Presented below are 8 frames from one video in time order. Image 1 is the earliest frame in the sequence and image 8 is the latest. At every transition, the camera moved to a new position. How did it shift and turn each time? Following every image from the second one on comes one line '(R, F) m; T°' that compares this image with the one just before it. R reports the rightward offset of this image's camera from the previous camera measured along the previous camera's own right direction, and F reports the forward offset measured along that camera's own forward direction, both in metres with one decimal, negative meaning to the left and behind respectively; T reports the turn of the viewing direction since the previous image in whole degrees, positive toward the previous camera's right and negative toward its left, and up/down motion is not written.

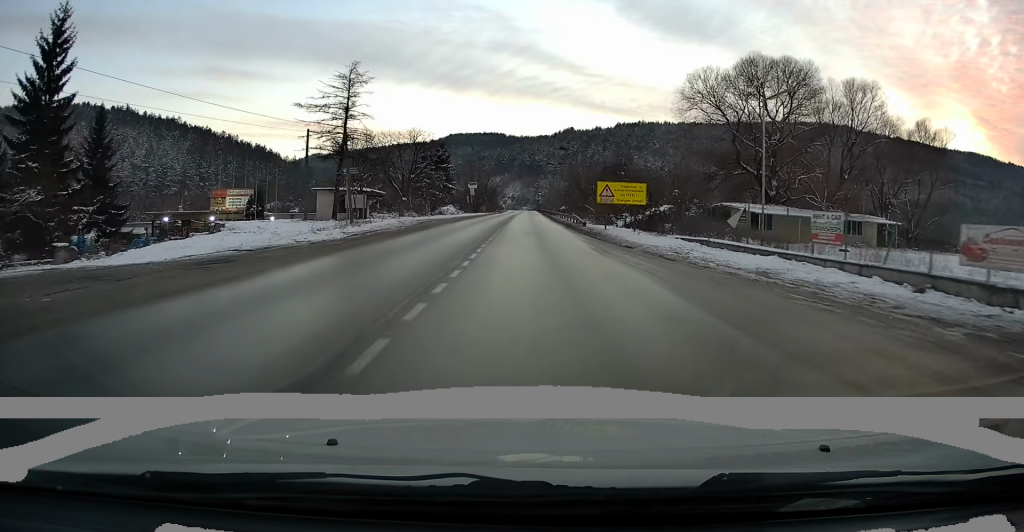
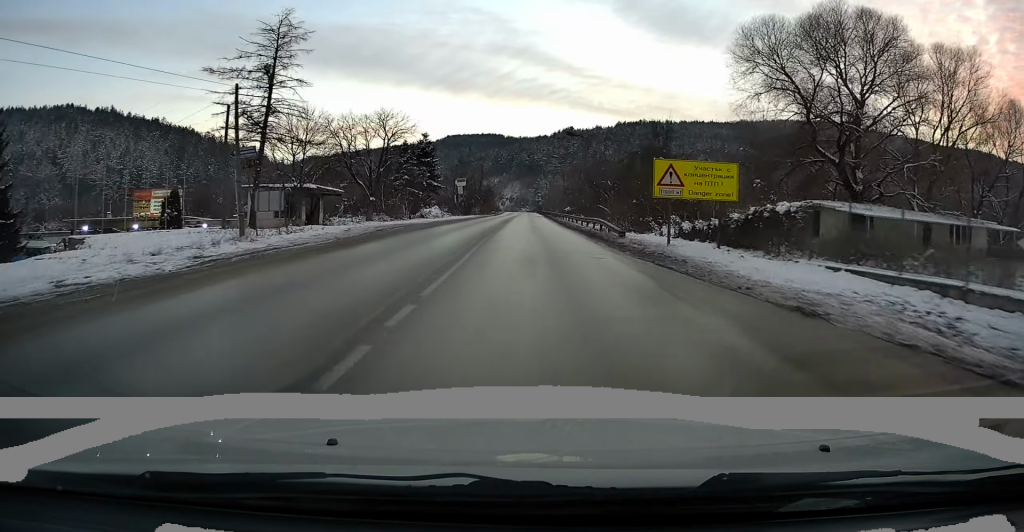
(0.0, +14.8) m; +1°
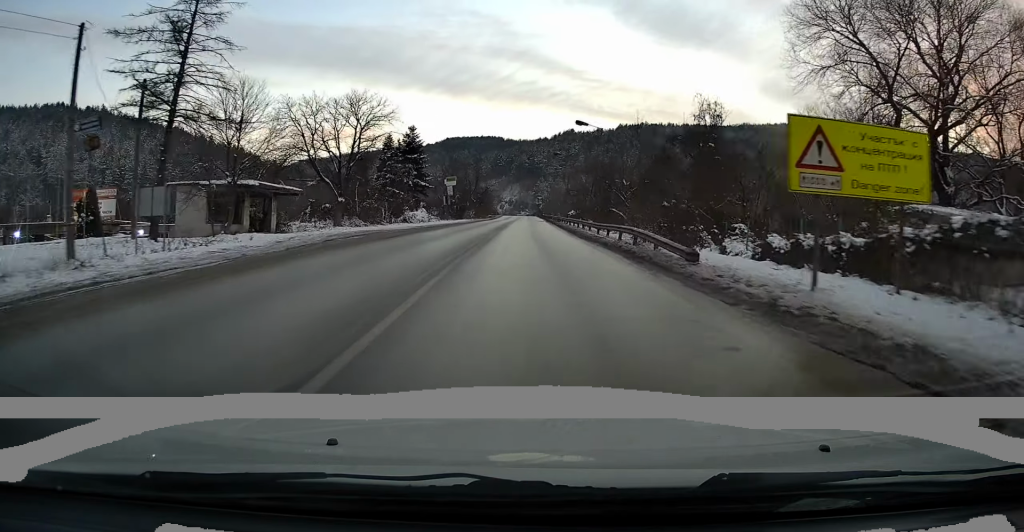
(+0.2, +9.7) m; 0°
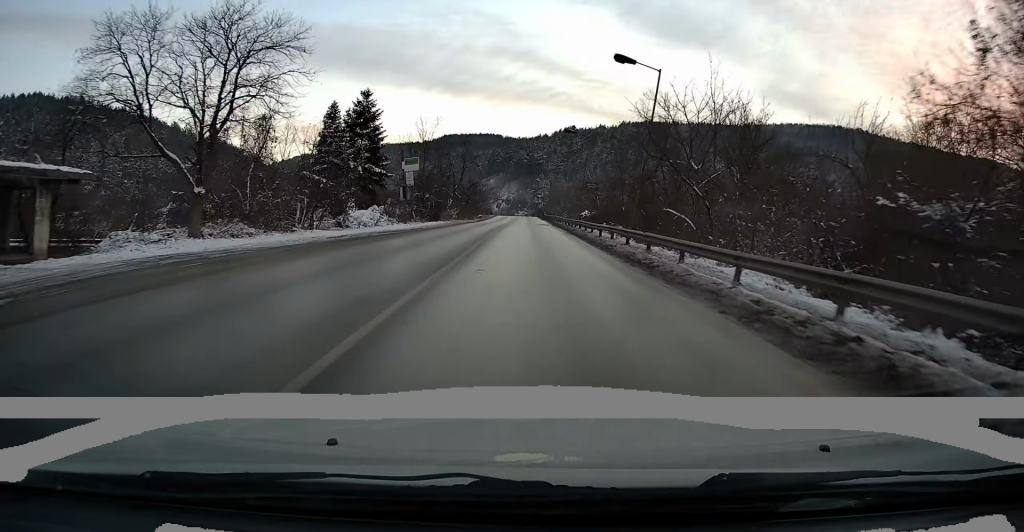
(-0.2, +21.7) m; 0°
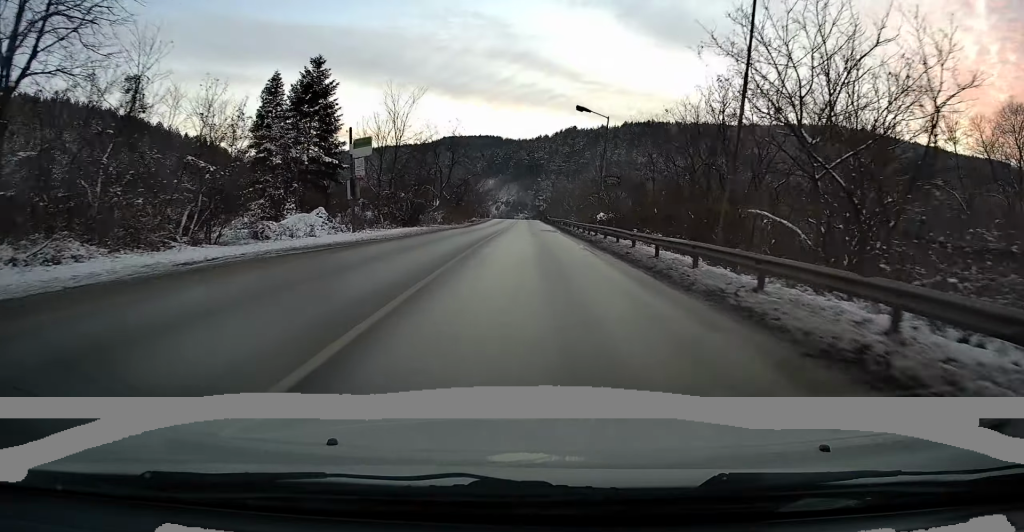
(+0.1, +12.7) m; 0°
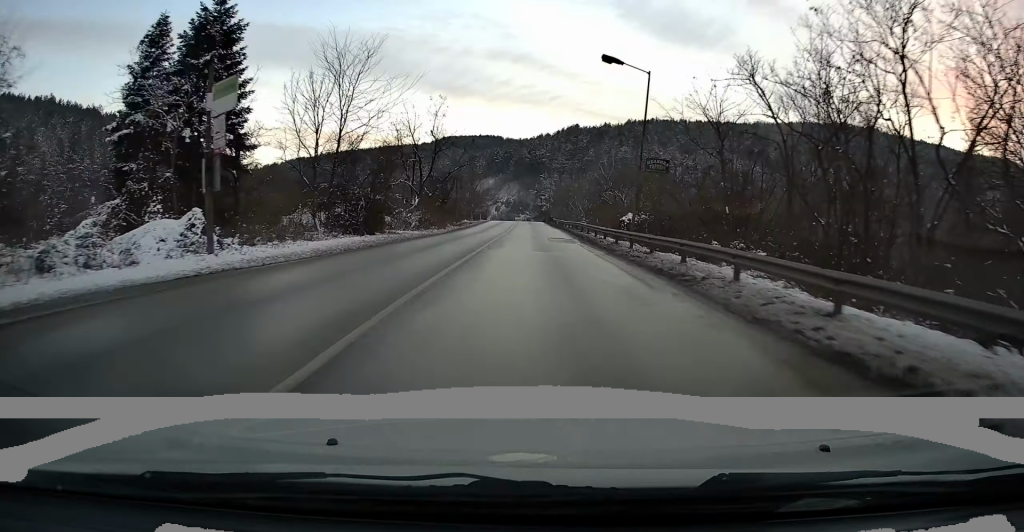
(-0.1, +13.8) m; 0°
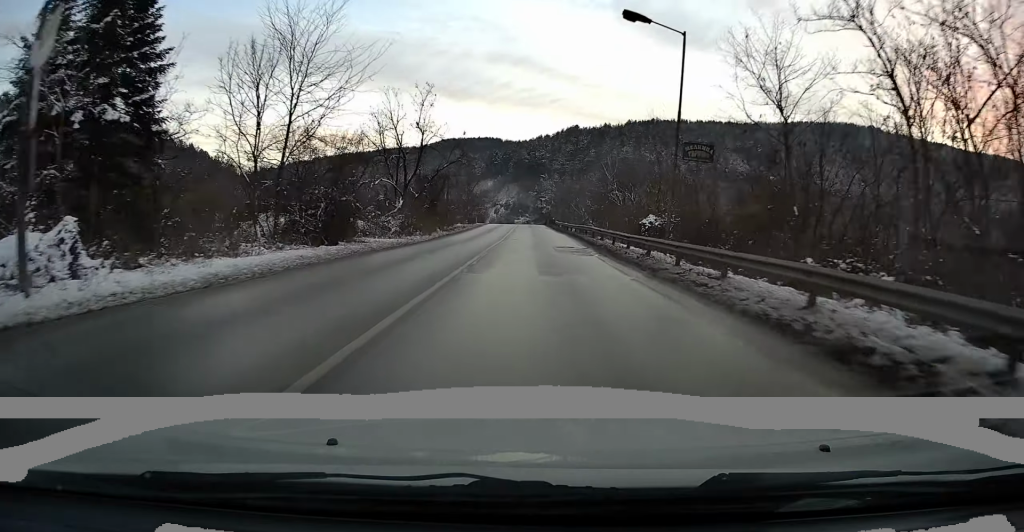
(0.0, +6.8) m; 0°
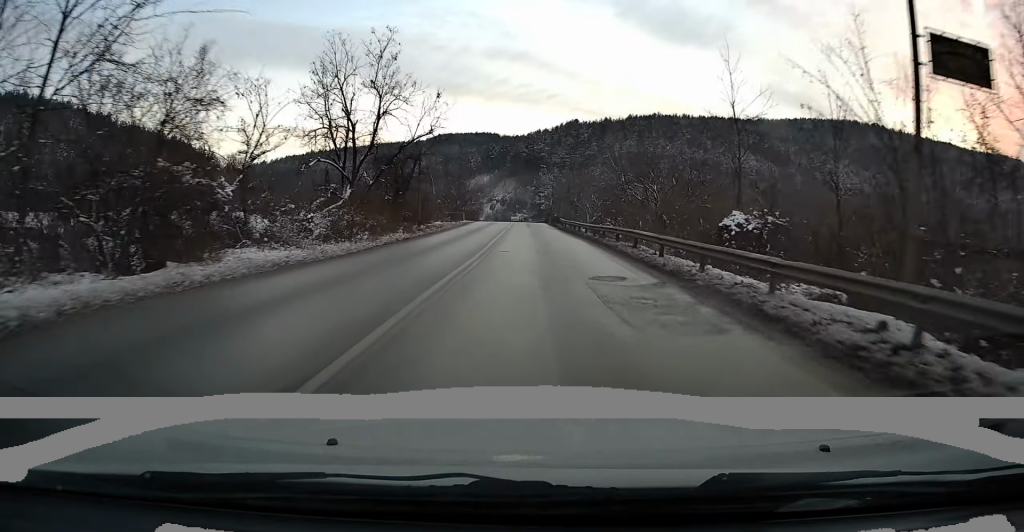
(+0.1, +13.7) m; 0°
